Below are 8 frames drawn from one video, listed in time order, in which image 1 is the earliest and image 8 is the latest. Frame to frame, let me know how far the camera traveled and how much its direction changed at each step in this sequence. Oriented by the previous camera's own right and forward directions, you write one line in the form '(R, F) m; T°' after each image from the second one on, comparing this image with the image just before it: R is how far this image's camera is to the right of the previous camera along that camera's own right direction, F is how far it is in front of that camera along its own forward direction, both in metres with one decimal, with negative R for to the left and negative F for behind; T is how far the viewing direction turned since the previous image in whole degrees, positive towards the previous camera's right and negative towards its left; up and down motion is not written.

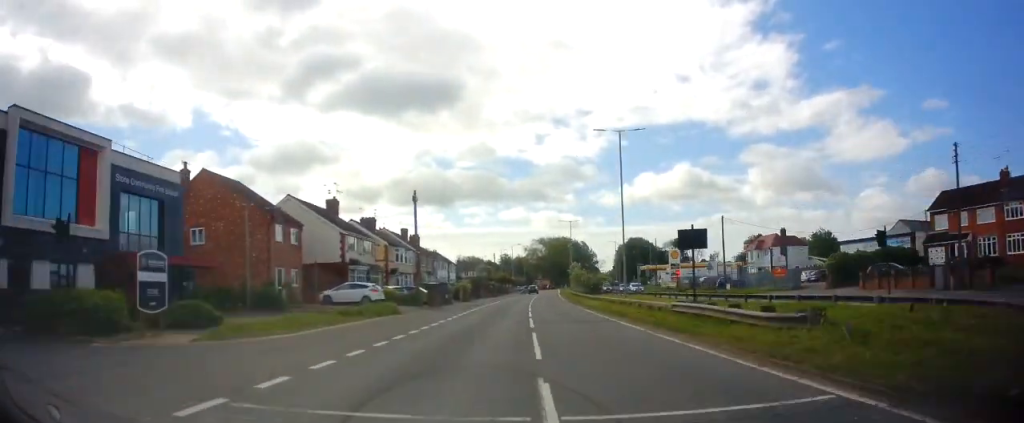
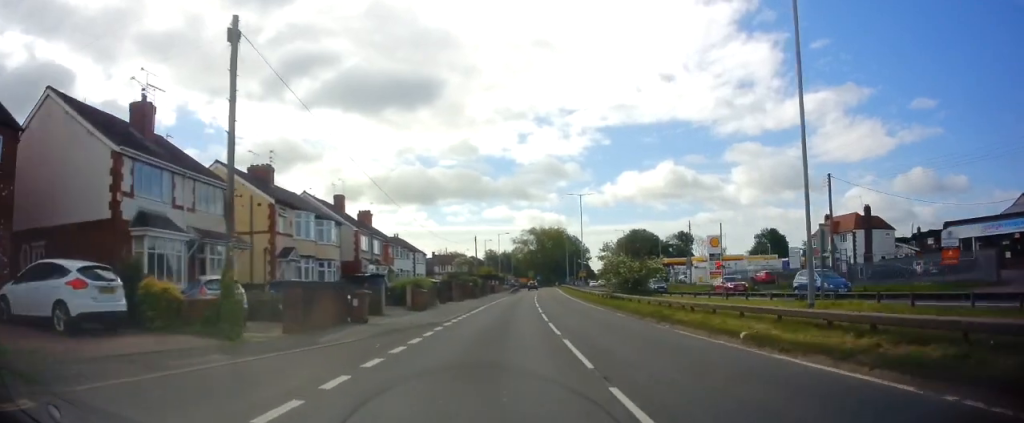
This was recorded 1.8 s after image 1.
(-0.6, +25.6) m; +1°
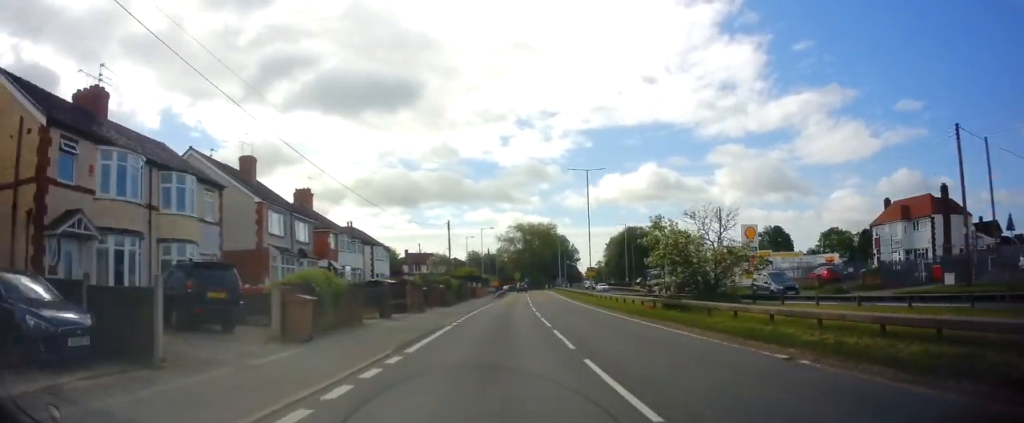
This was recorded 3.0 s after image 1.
(+0.6, +16.4) m; +1°
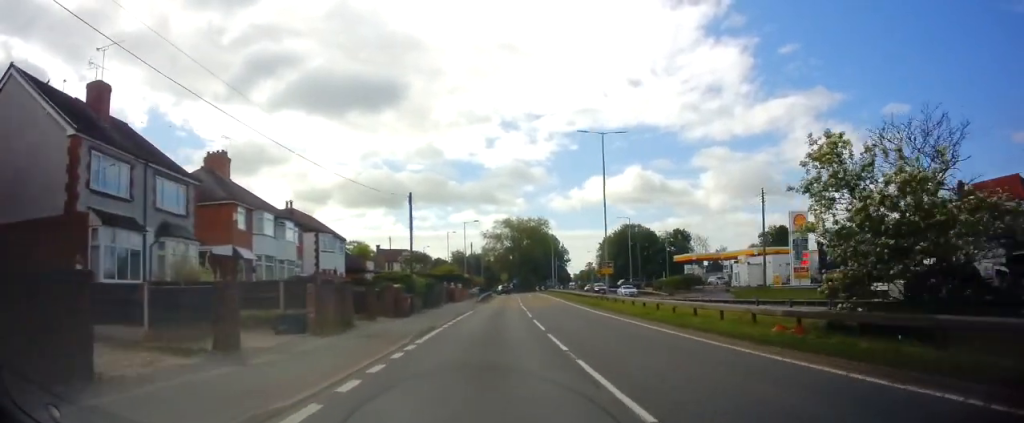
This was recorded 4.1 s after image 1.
(-0.2, +13.9) m; +1°
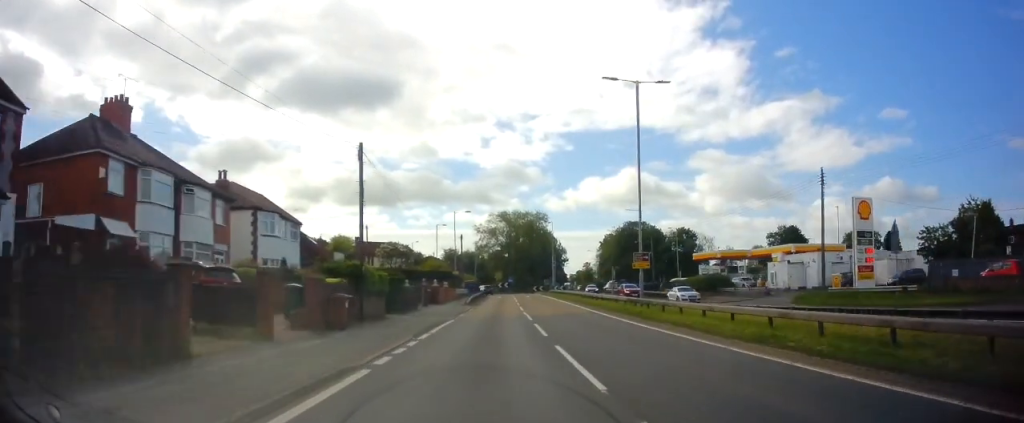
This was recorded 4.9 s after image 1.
(+0.4, +10.8) m; 0°
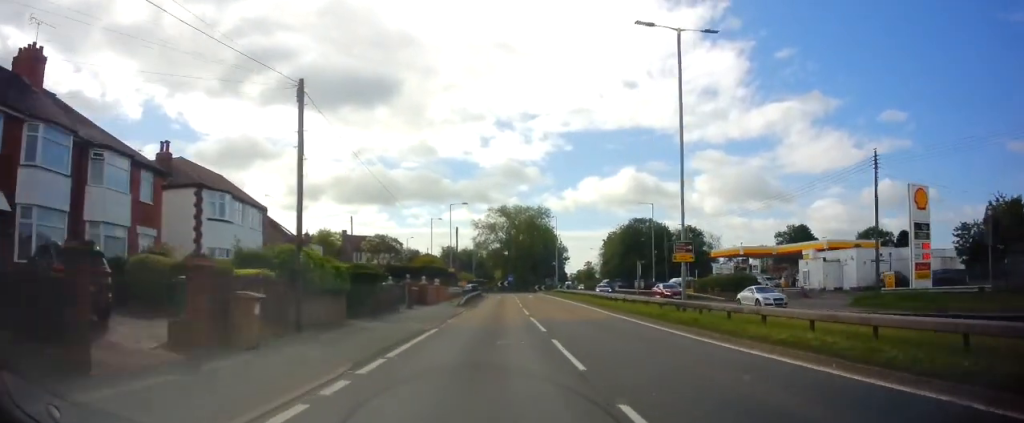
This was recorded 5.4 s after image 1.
(-0.3, +6.8) m; 0°
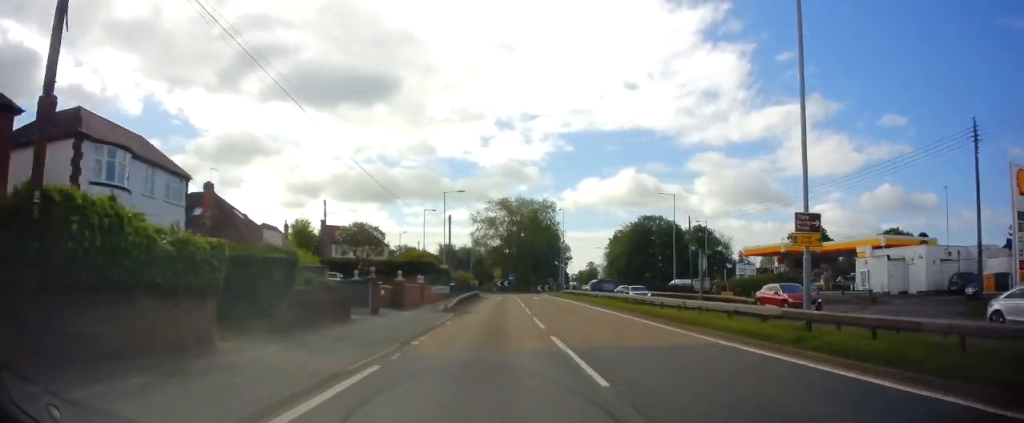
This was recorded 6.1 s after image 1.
(-0.1, +9.4) m; 0°
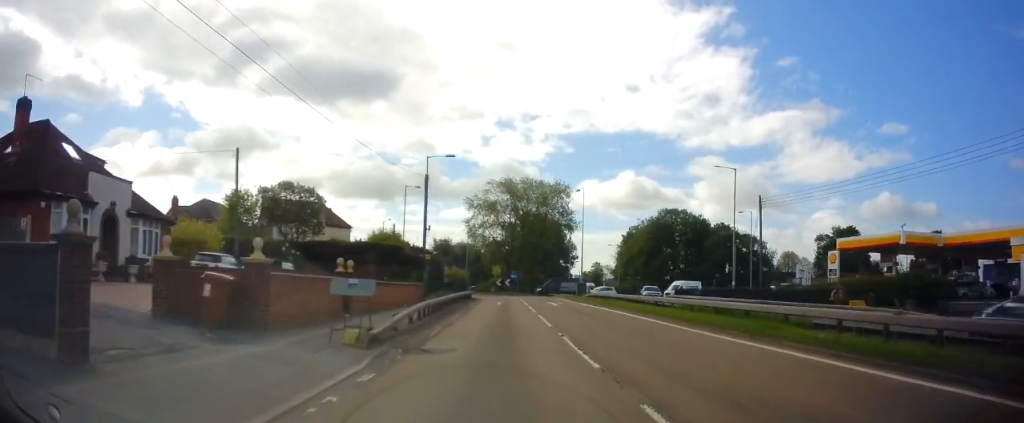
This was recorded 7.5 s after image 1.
(+0.2, +17.6) m; -1°
